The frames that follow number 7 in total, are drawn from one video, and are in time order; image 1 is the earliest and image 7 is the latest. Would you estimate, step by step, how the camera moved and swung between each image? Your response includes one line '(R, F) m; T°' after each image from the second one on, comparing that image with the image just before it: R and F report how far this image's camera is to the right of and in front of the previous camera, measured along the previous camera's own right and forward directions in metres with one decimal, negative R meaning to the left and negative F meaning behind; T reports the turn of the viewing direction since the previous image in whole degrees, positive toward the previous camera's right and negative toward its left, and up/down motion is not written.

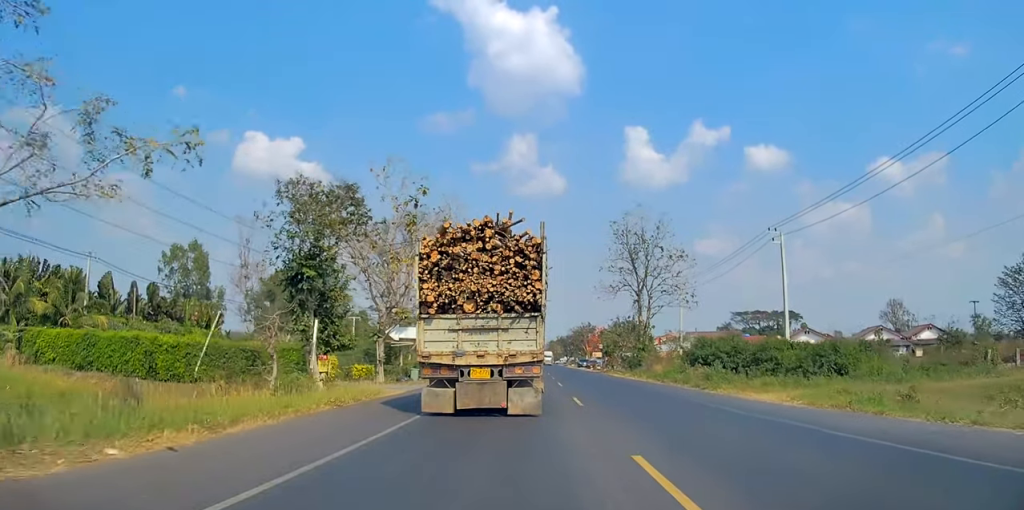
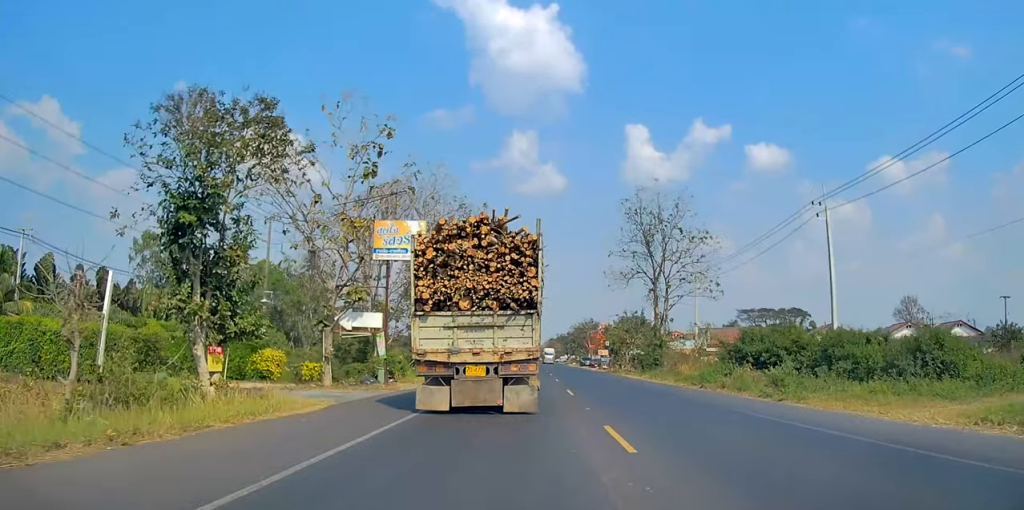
(0.0, +9.1) m; -1°
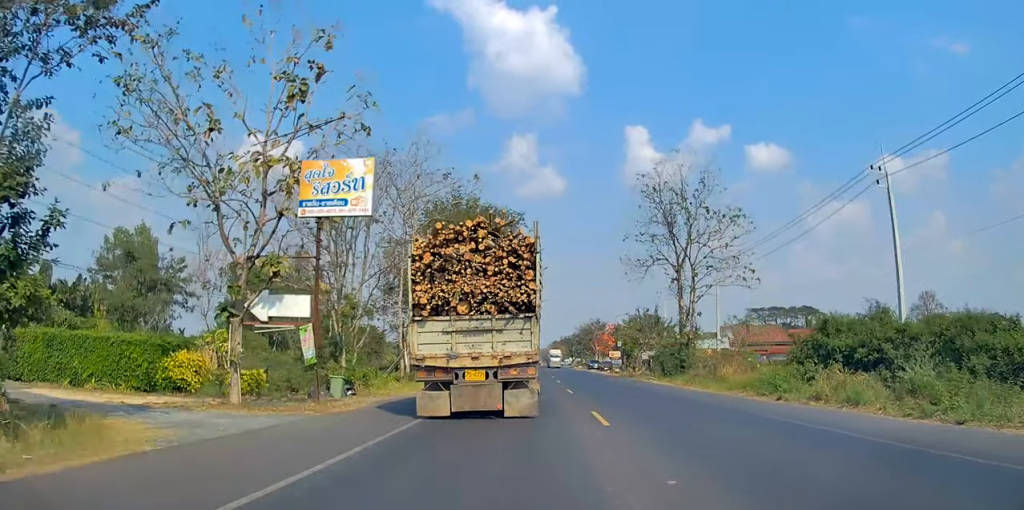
(-0.1, +8.5) m; 0°
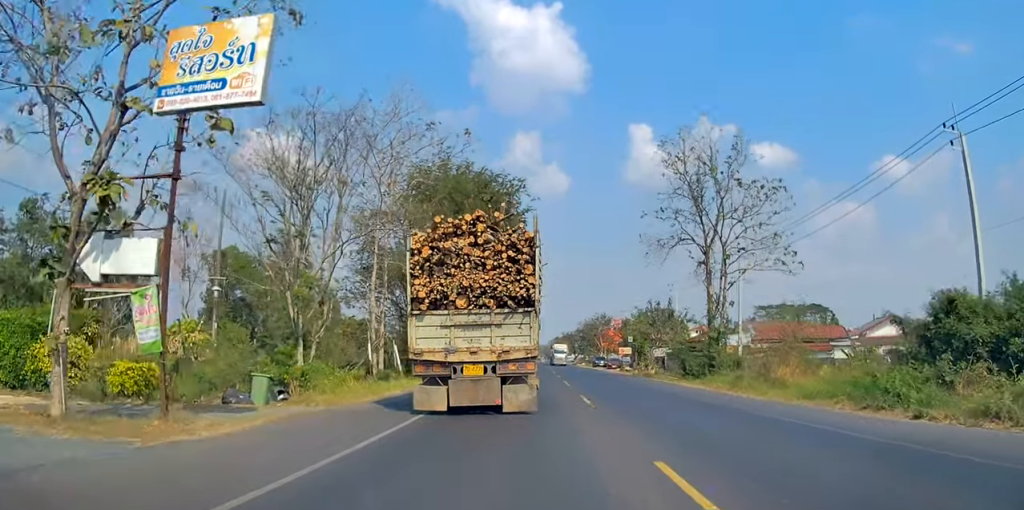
(0.0, +7.8) m; -1°
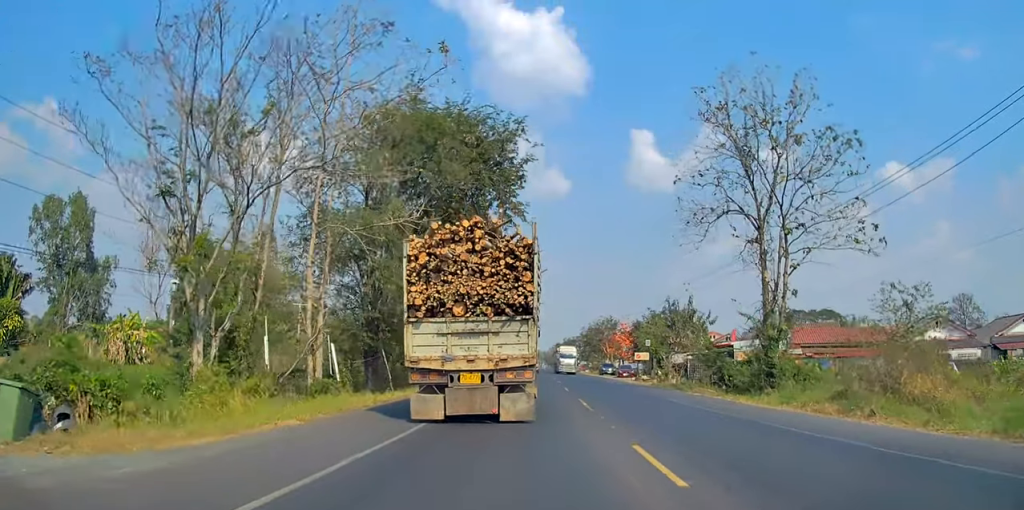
(-0.1, +9.6) m; -1°
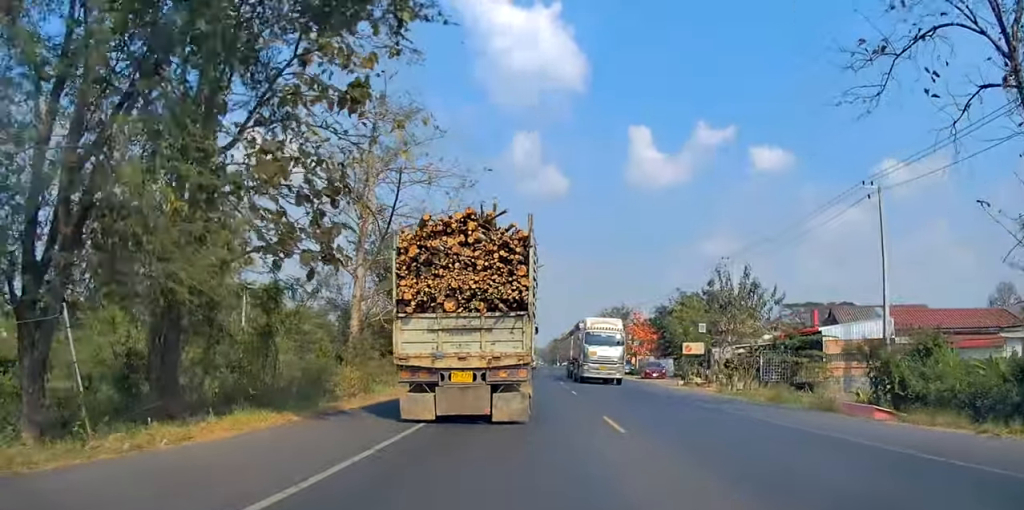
(+0.1, +19.6) m; +2°
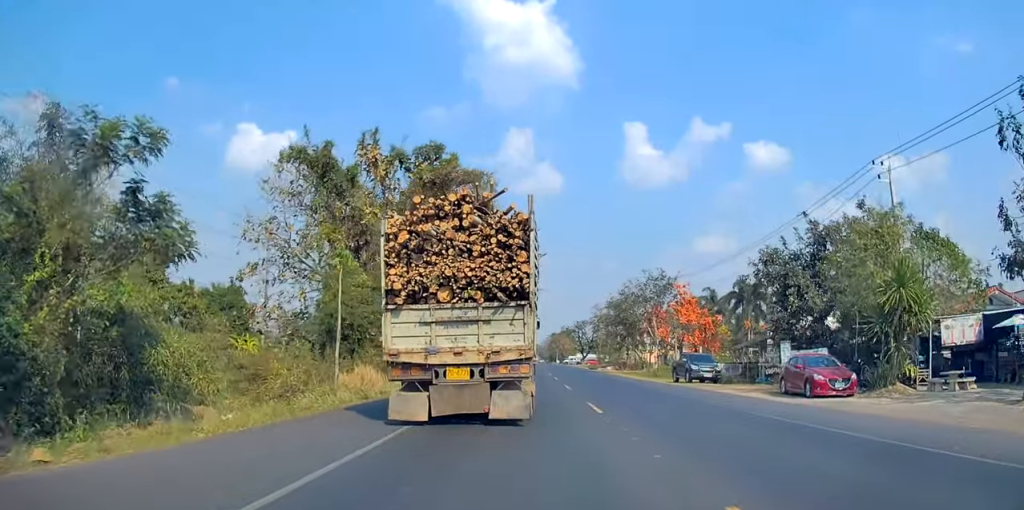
(0.0, +32.1) m; 0°
